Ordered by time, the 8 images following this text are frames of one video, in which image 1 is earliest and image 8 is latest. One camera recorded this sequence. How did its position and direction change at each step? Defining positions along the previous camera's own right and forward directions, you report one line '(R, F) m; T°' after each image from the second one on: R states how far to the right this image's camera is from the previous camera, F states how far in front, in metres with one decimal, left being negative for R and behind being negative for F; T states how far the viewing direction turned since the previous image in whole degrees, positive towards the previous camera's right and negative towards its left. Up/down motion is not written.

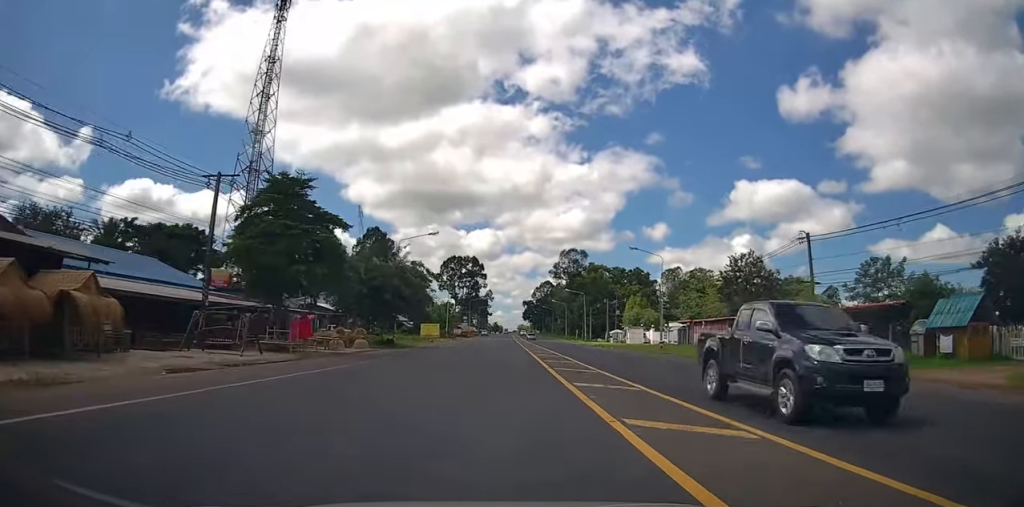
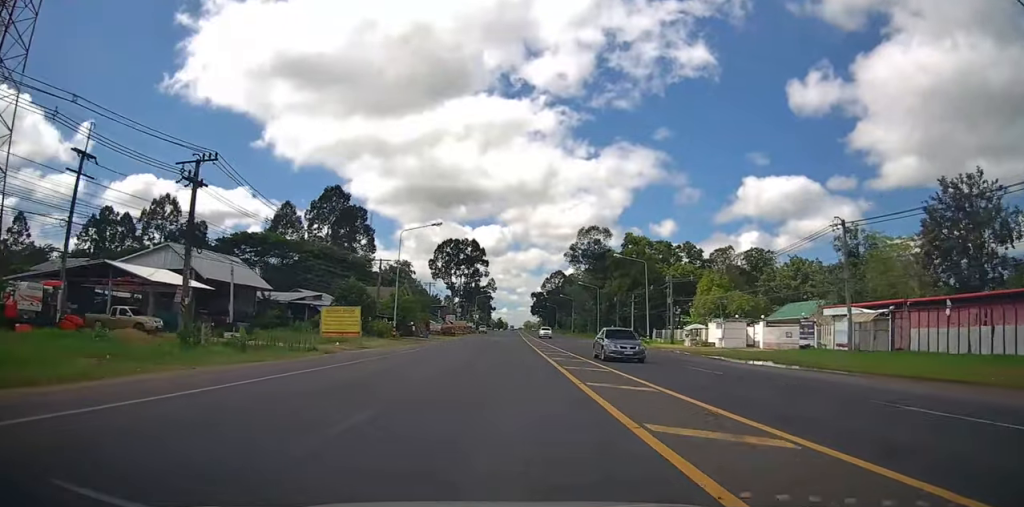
(-0.2, +42.9) m; -1°
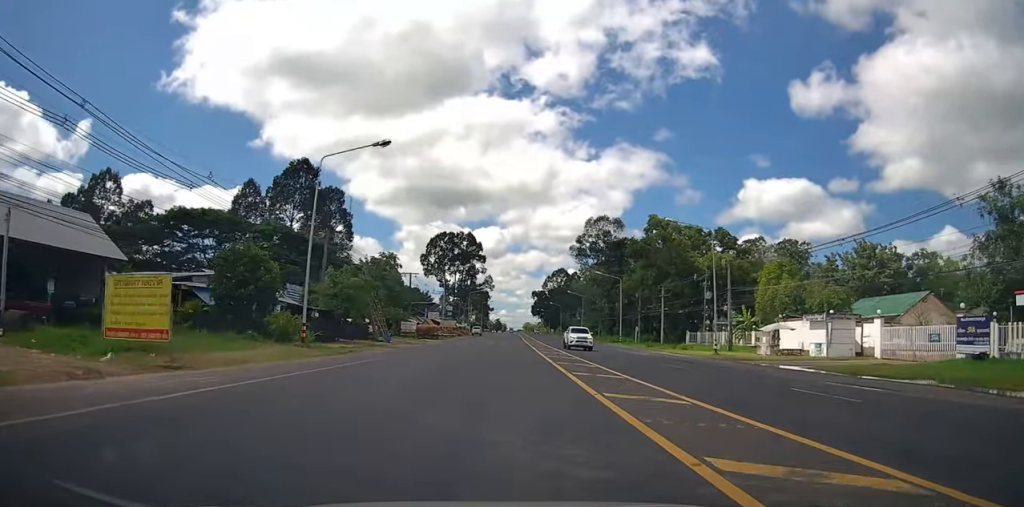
(-0.2, +20.3) m; -1°
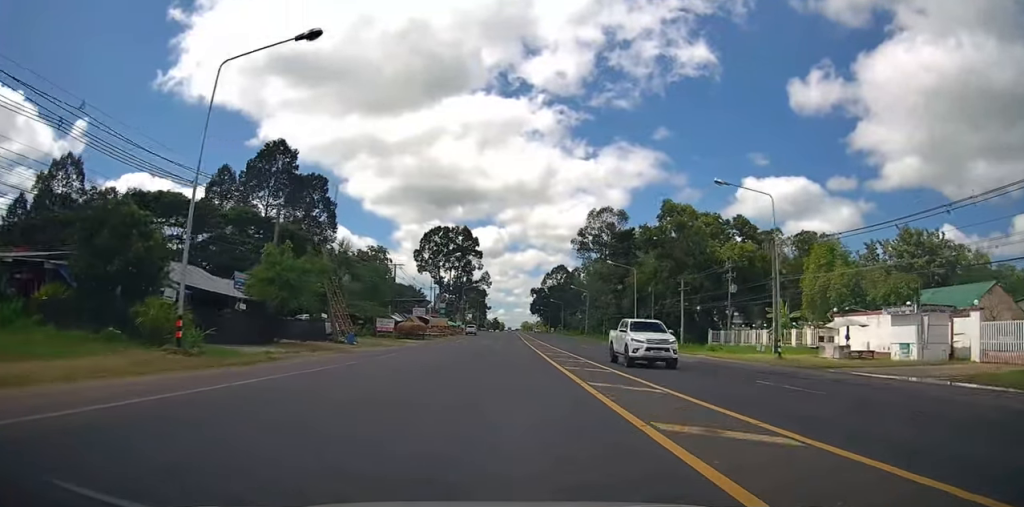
(-0.2, +9.9) m; 0°
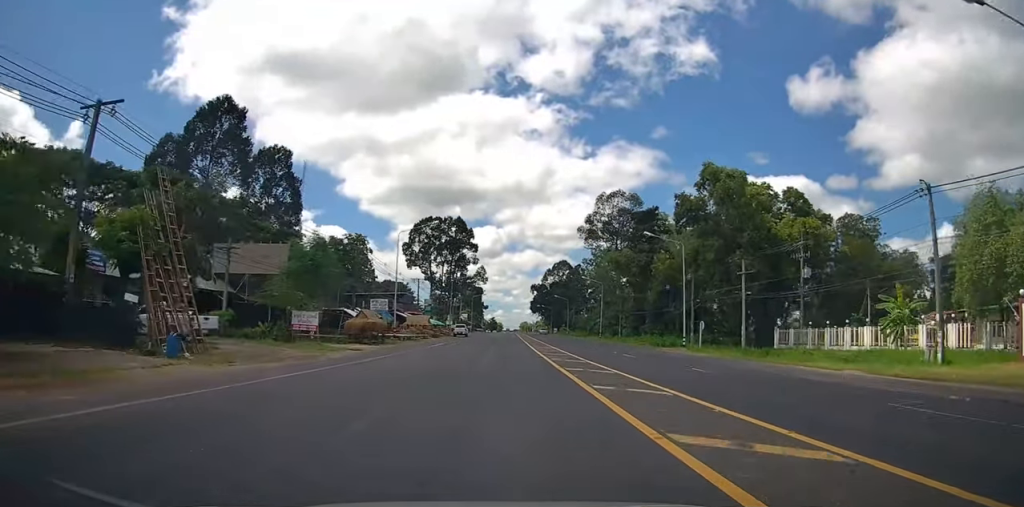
(+0.2, +18.7) m; +1°
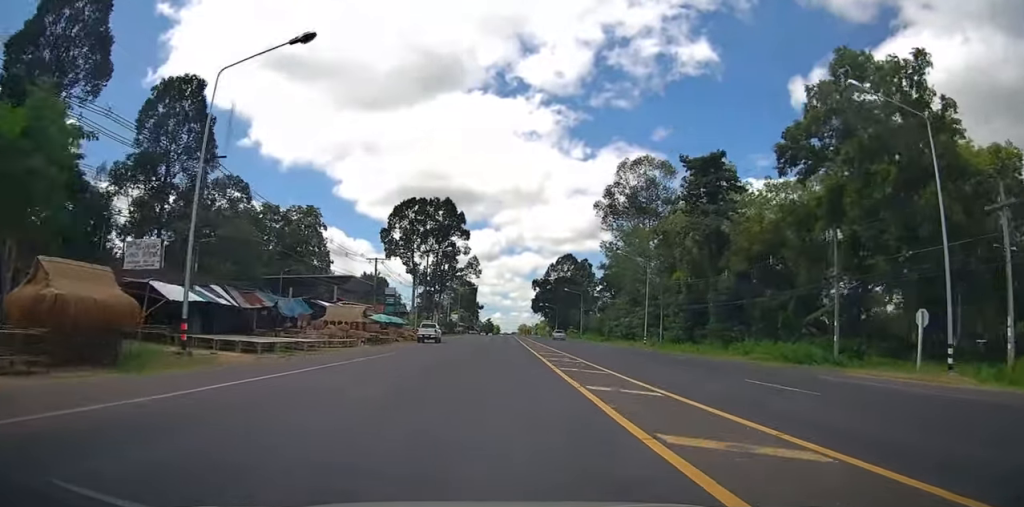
(+0.3, +30.0) m; +1°
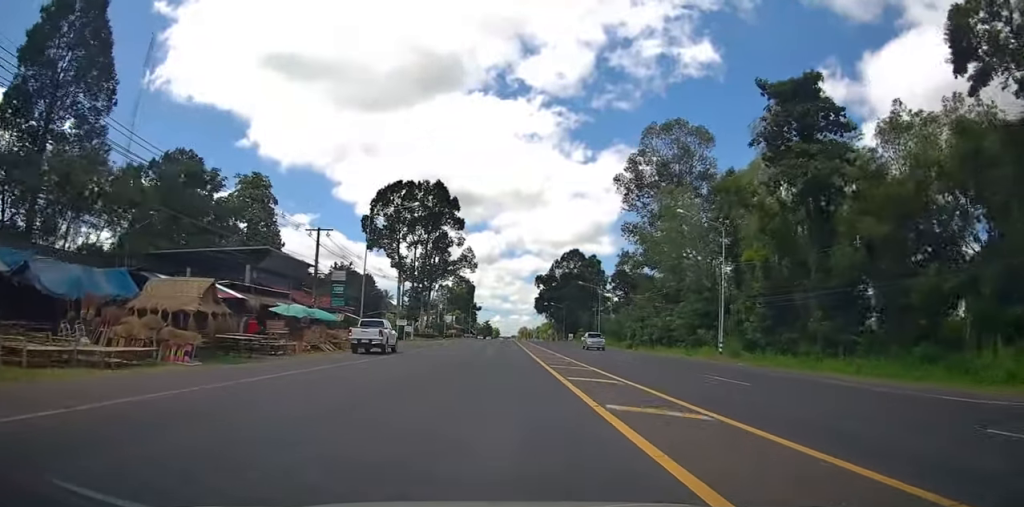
(-0.1, +21.2) m; 0°
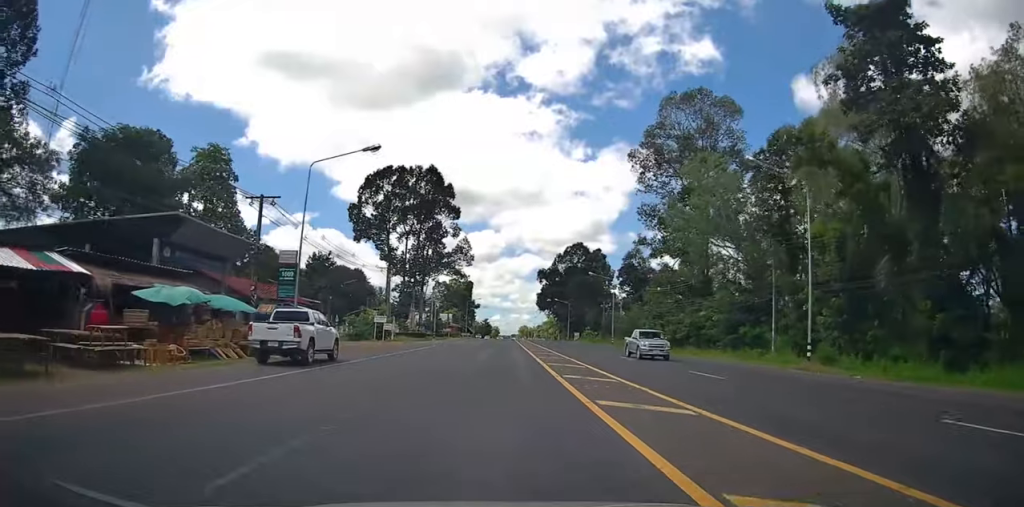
(0.0, +11.6) m; 0°
